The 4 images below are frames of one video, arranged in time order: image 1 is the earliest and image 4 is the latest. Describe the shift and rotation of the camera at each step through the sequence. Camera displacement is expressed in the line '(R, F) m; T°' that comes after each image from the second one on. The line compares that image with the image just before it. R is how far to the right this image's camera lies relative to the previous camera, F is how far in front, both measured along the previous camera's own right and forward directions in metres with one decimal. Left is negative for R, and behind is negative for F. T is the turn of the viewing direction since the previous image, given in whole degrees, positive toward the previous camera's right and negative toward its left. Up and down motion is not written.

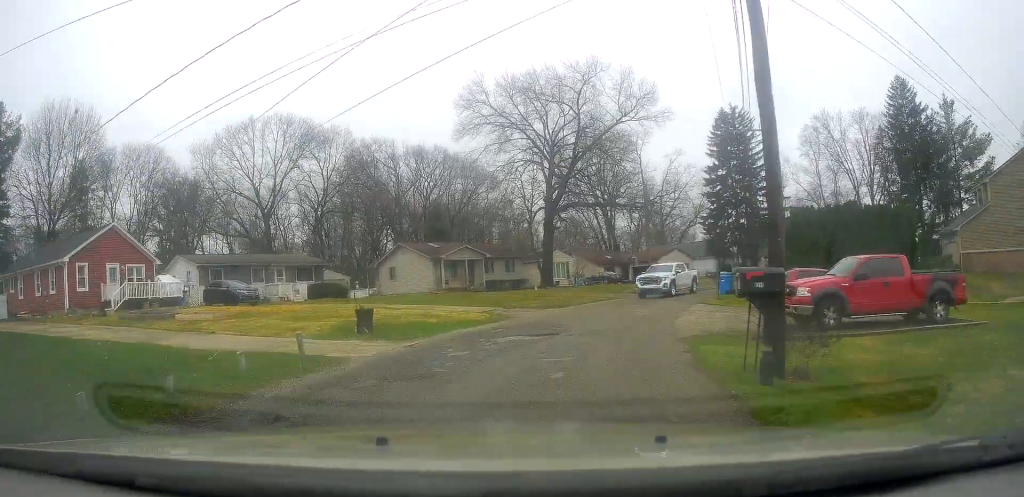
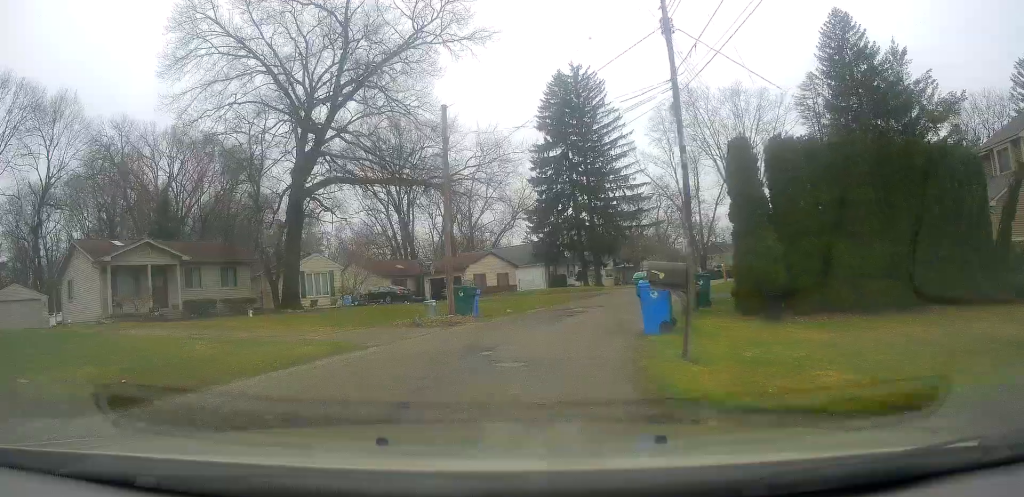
(+4.7, +20.3) m; +23°
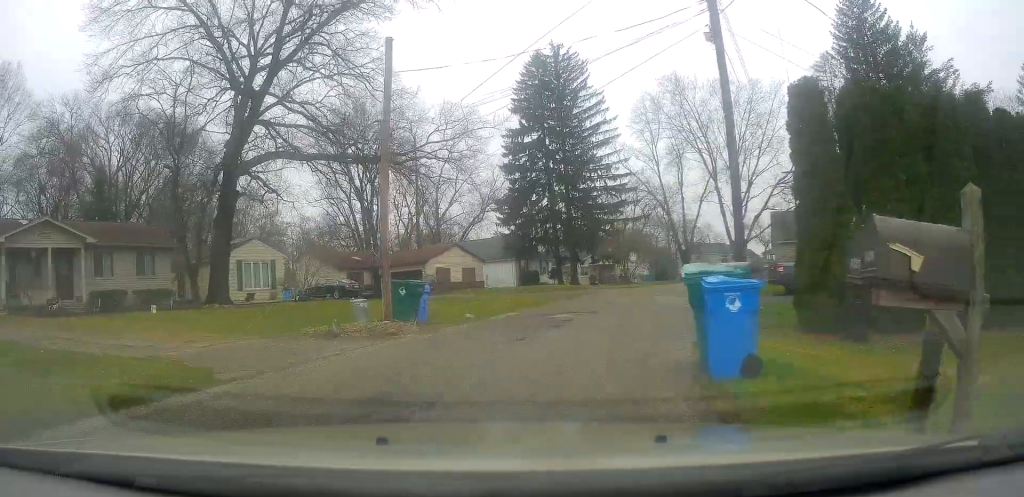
(+0.2, +5.9) m; +3°
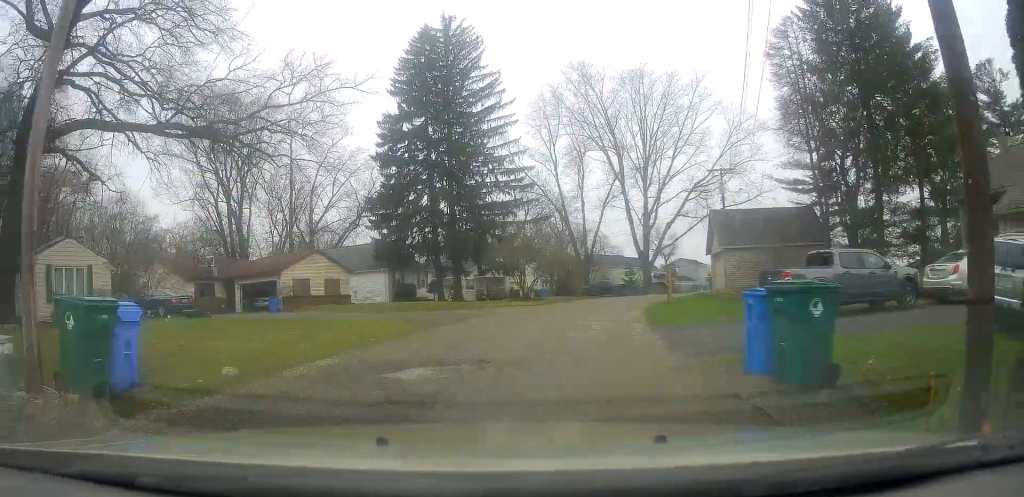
(+0.2, +9.4) m; +8°
